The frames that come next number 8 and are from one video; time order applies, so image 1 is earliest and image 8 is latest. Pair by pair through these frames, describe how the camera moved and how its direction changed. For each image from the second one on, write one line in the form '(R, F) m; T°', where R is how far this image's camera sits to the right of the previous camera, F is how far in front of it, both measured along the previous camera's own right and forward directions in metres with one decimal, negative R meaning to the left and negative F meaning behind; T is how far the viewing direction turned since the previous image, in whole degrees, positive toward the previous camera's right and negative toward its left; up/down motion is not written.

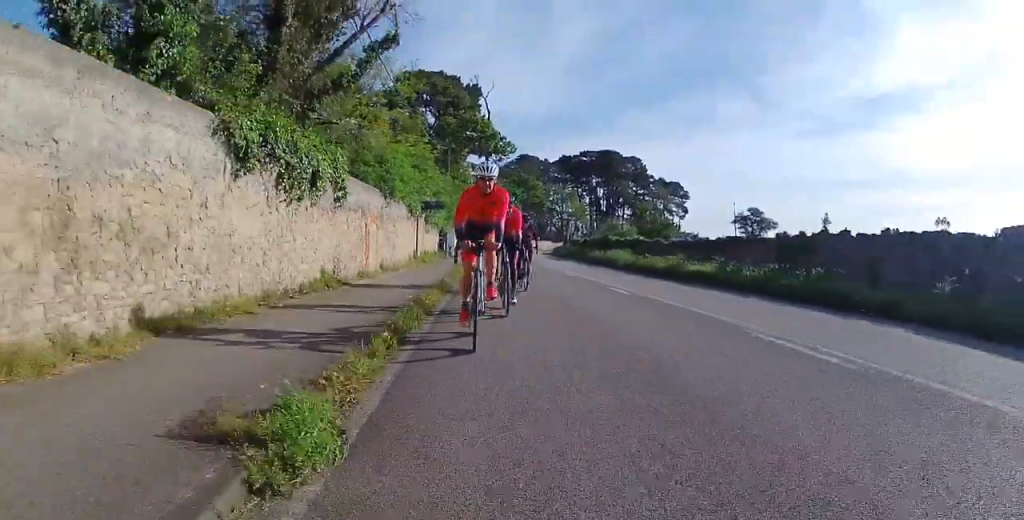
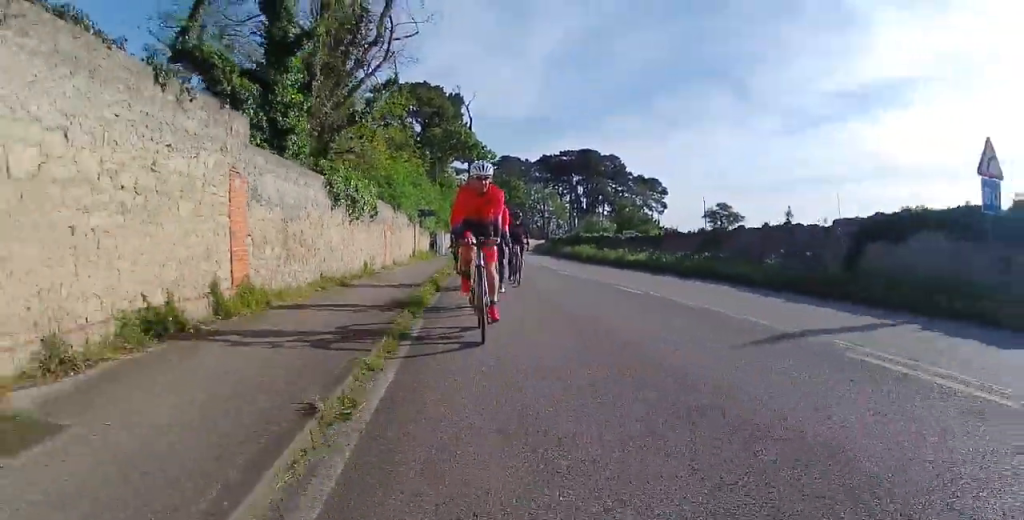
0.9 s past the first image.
(0.0, +5.6) m; 0°
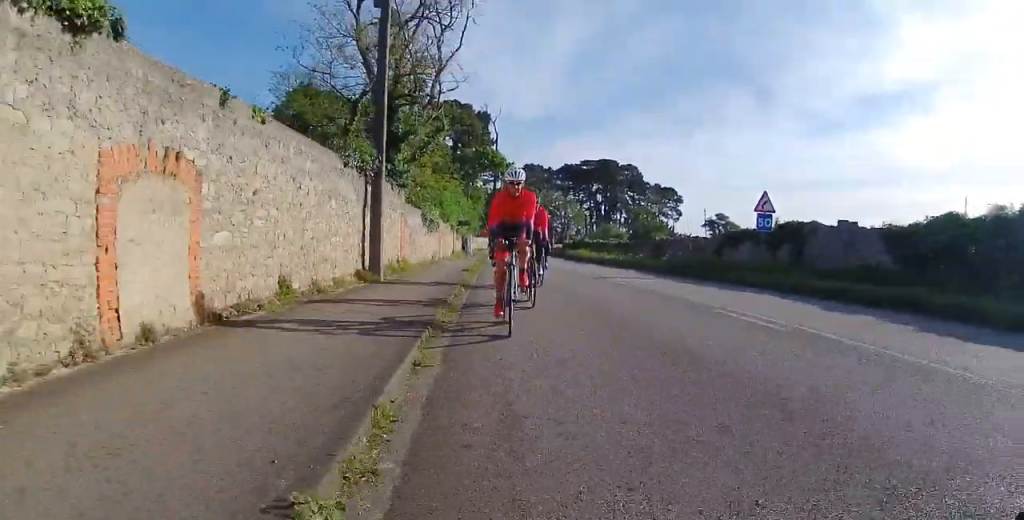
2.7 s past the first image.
(0.0, +11.3) m; -1°
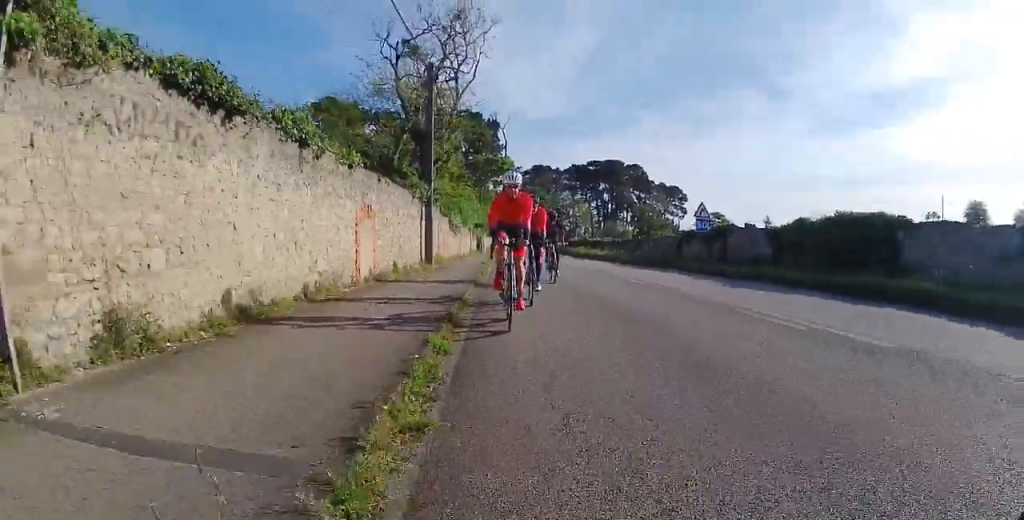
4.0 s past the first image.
(-0.1, +8.2) m; -1°
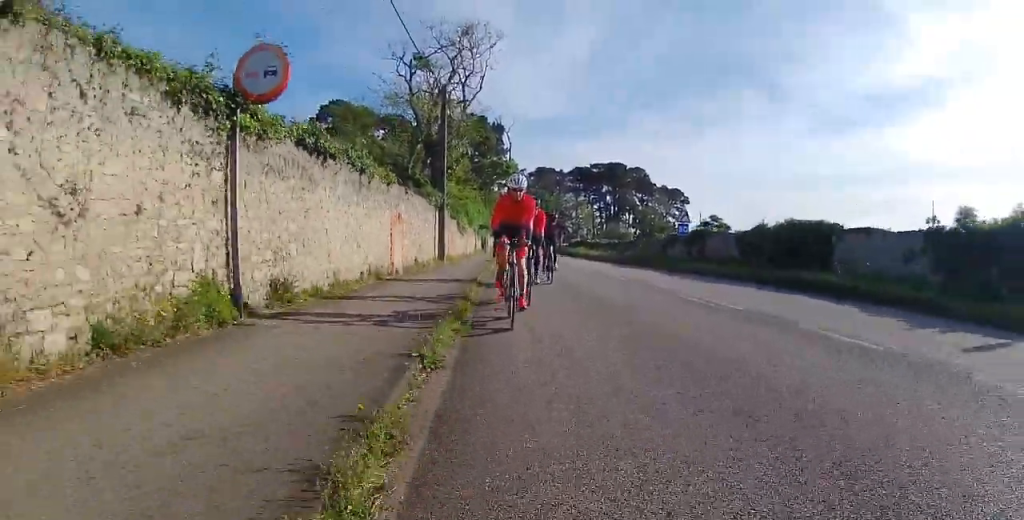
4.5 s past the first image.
(0.0, +3.4) m; 0°
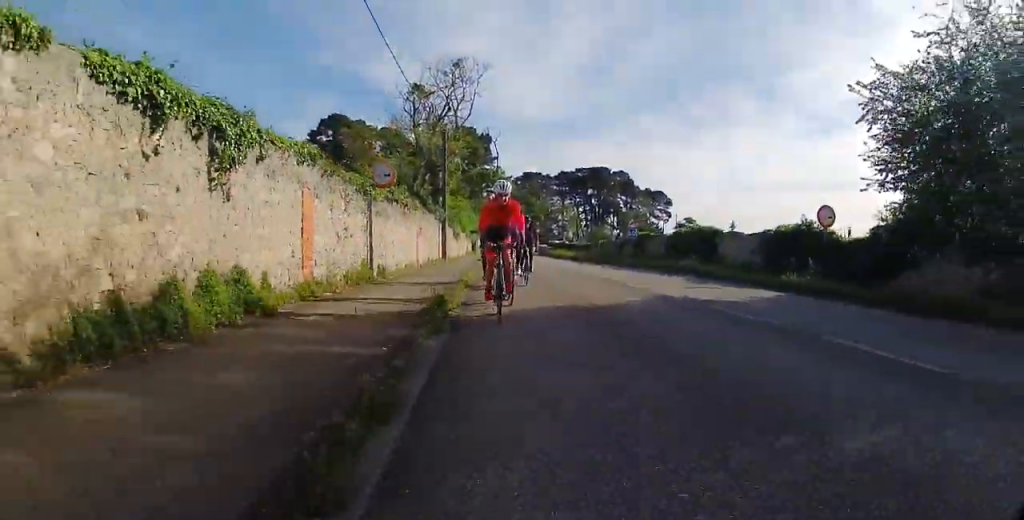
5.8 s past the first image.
(0.0, +9.1) m; 0°
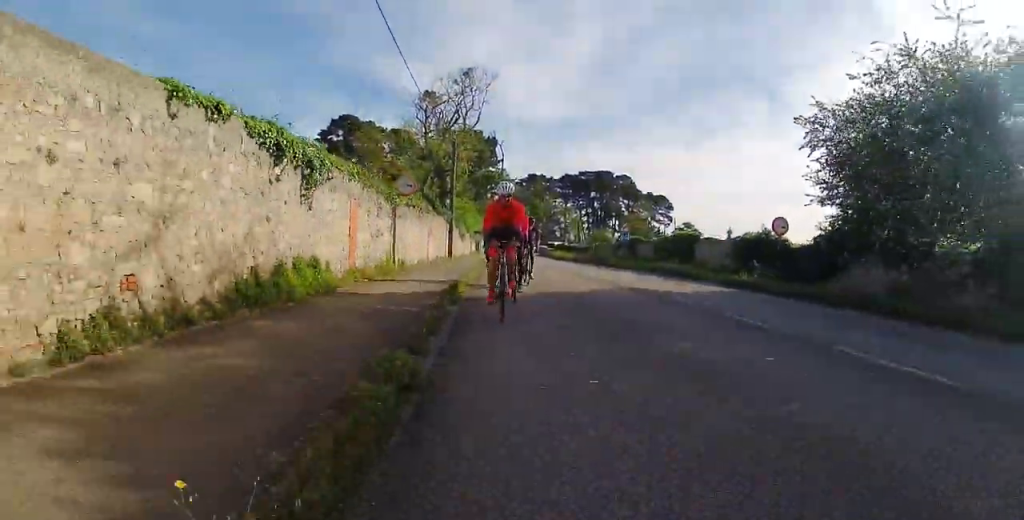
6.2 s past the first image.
(0.0, +3.3) m; 0°
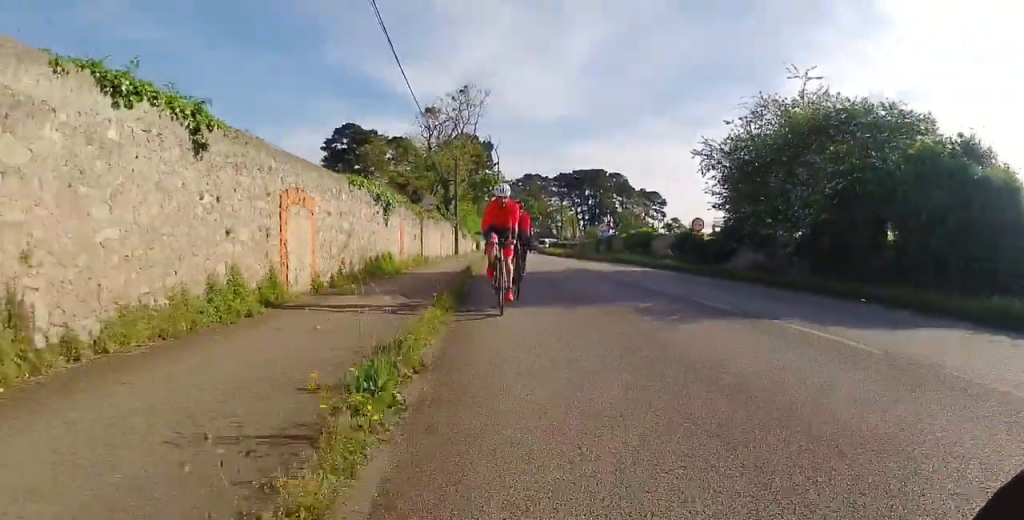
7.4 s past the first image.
(-0.1, +8.1) m; -1°
